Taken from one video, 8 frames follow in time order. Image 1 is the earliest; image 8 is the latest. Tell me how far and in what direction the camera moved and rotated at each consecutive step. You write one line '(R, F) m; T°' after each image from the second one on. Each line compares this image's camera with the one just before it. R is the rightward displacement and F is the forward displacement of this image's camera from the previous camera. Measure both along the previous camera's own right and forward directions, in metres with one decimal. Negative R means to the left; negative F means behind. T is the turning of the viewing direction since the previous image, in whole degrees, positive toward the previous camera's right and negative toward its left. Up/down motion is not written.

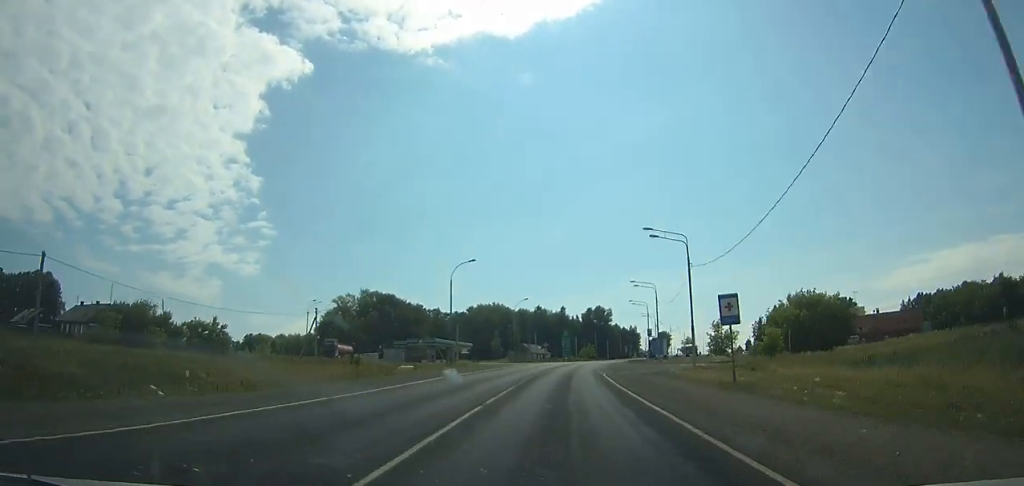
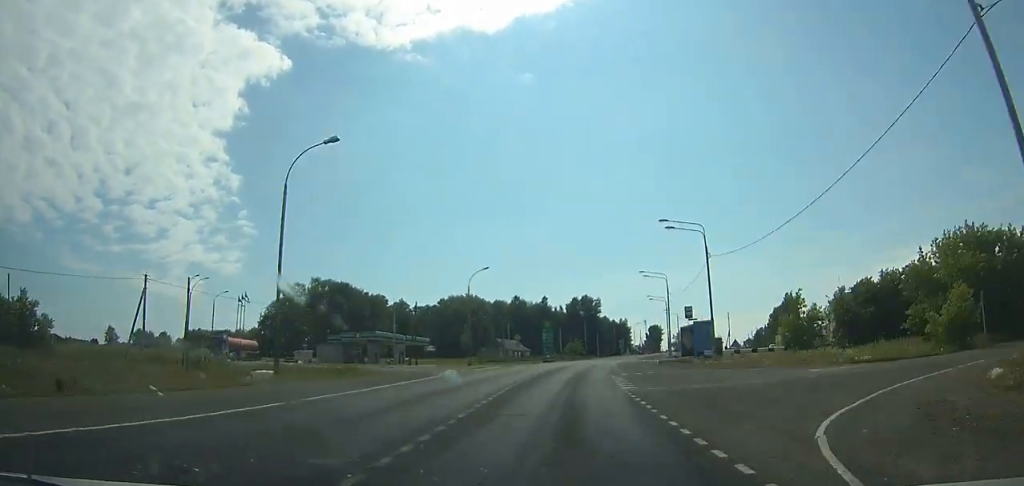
(0.0, +33.8) m; +2°
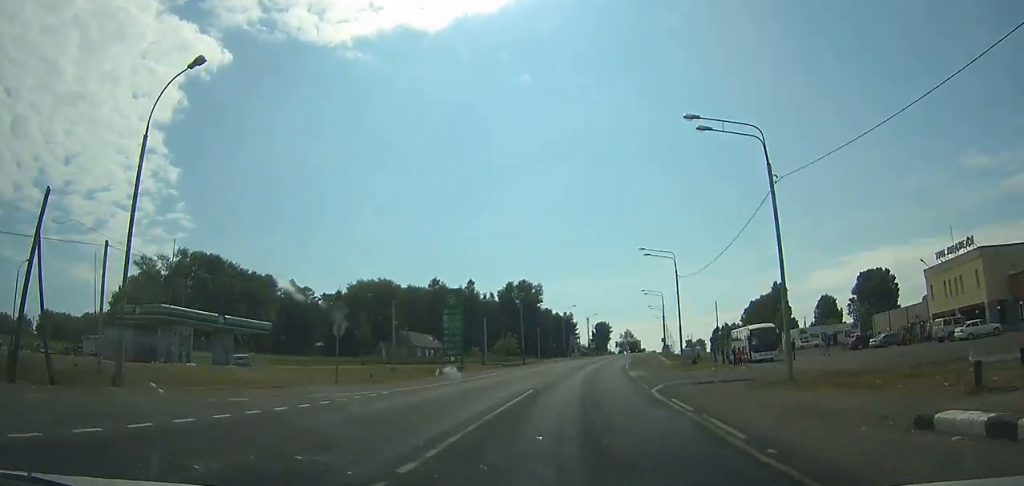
(+1.5, +46.9) m; +6°
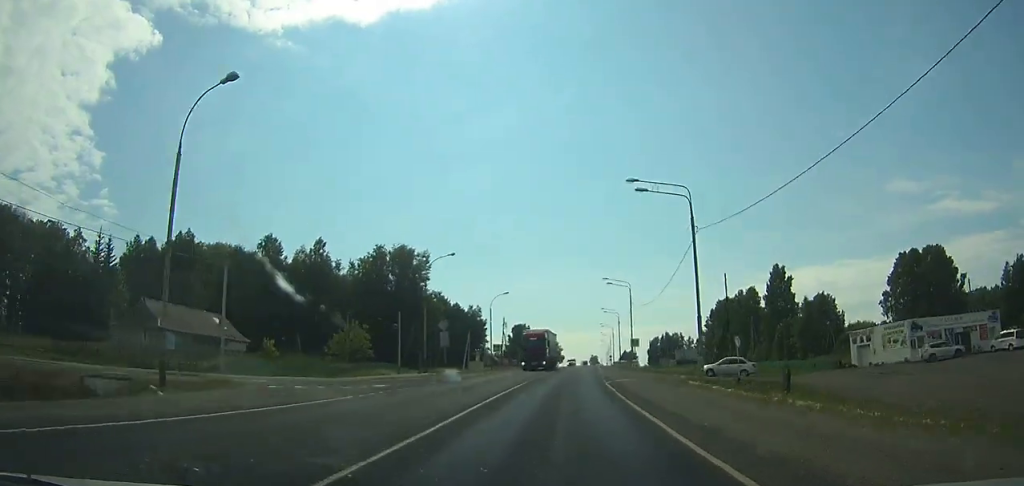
(+4.5, +60.0) m; +6°
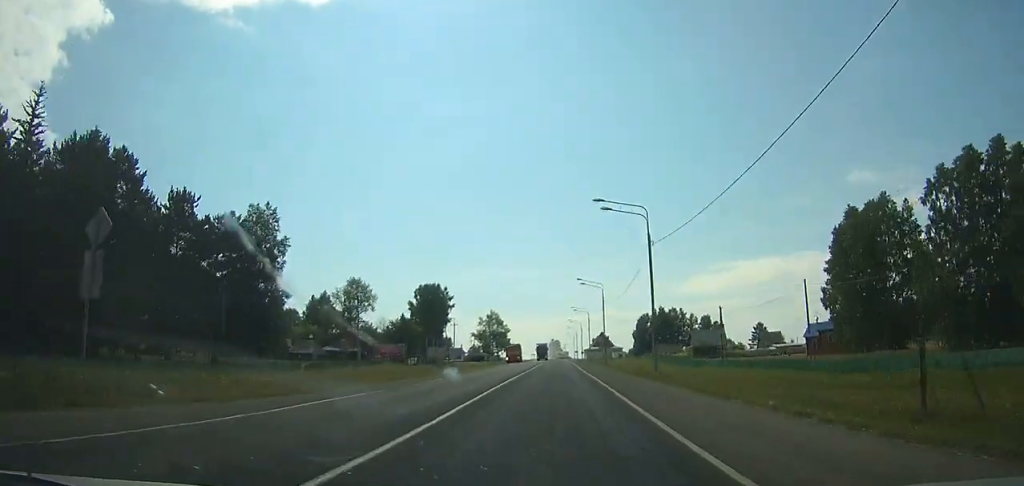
(+5.2, +109.4) m; +4°
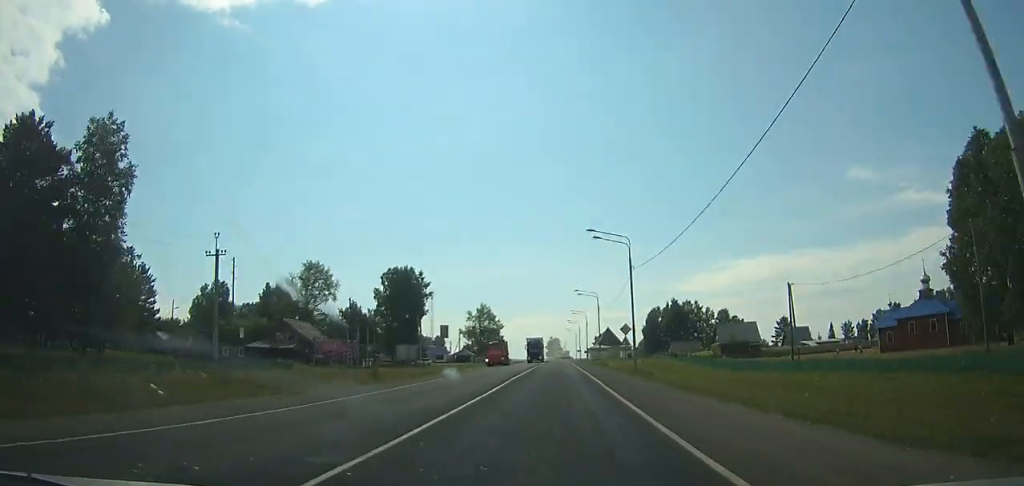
(+0.1, +28.0) m; 0°
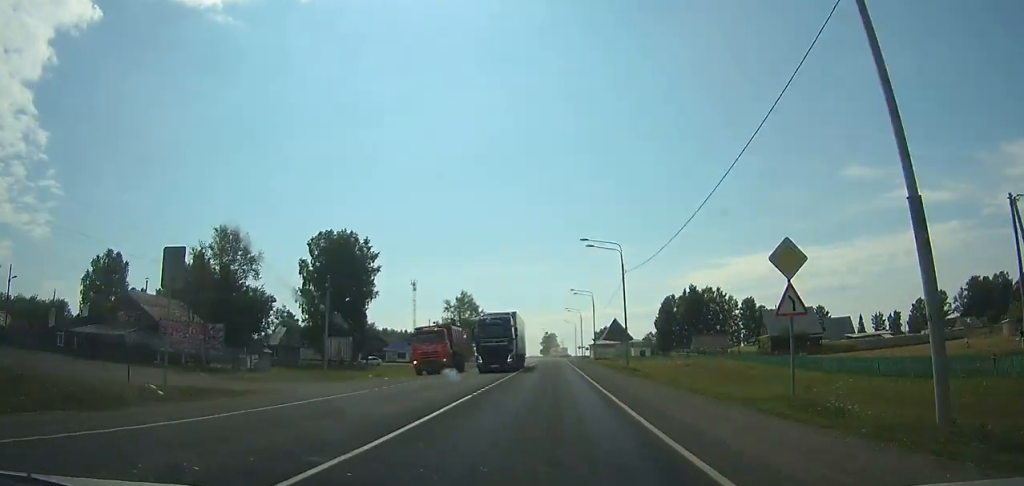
(+0.1, +33.9) m; 0°
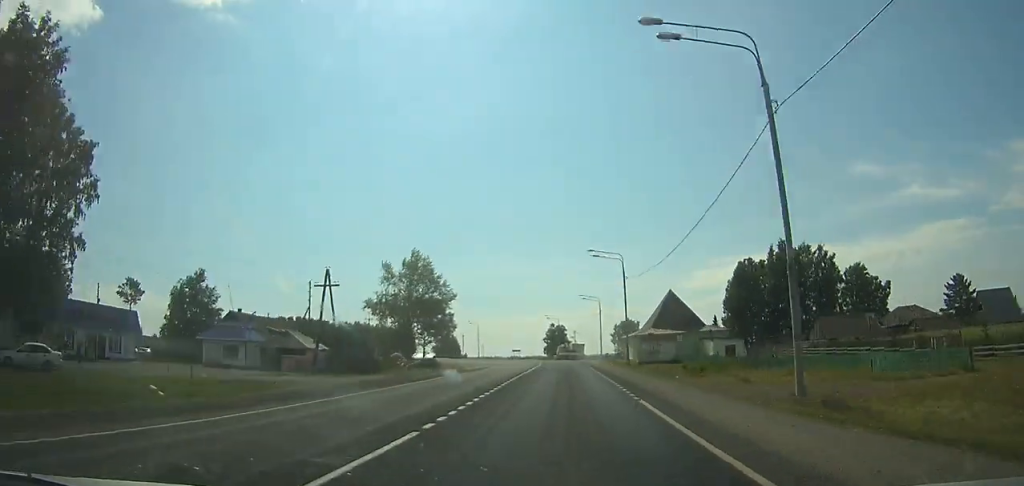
(-0.3, +65.6) m; -1°
